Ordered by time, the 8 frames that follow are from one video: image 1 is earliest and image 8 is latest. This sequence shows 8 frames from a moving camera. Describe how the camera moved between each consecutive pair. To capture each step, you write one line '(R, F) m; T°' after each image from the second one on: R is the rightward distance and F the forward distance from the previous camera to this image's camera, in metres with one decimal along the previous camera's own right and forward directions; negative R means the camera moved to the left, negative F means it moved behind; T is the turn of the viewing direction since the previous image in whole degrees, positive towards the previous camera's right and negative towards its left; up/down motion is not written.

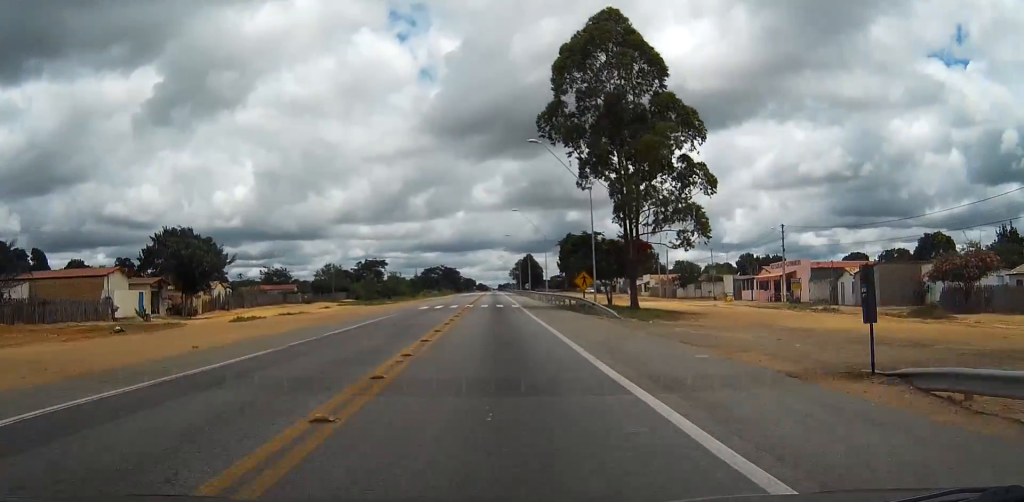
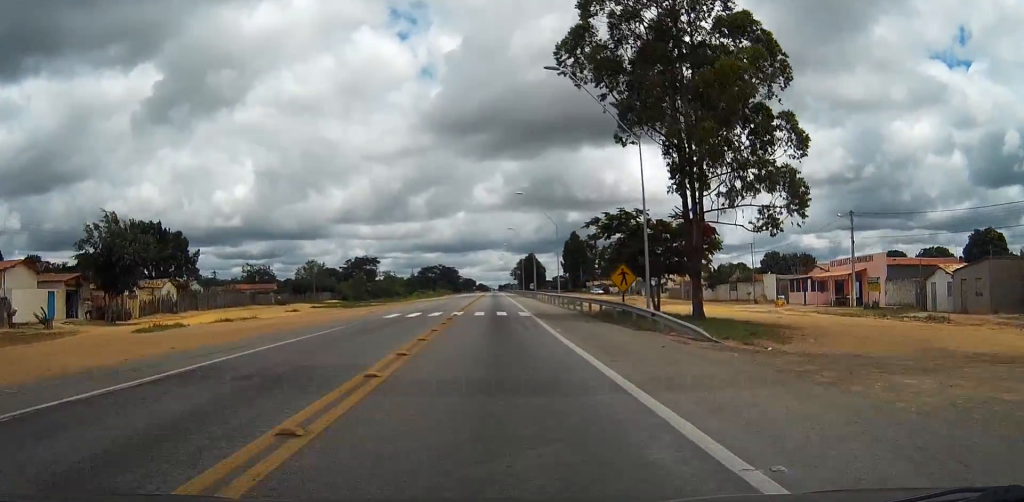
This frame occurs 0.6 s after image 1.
(0.0, +15.3) m; 0°
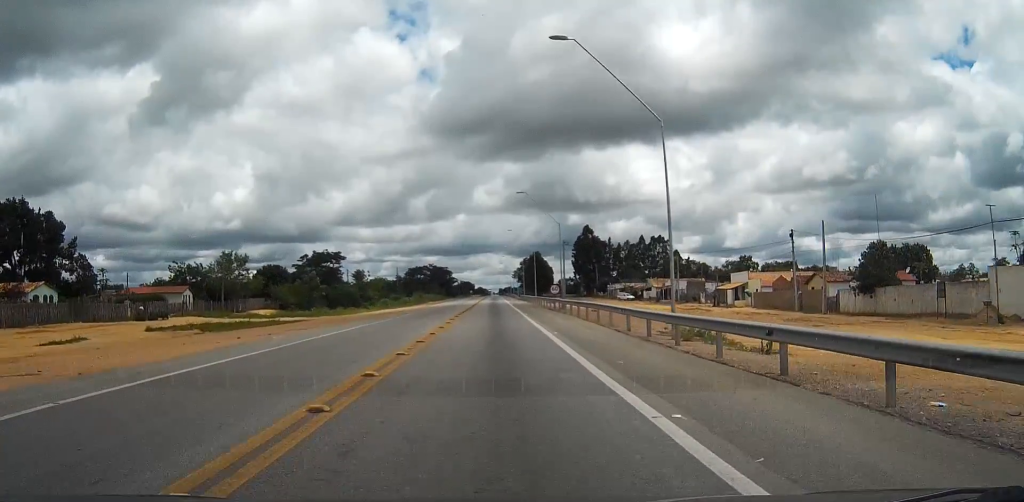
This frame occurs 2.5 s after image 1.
(-0.2, +43.8) m; 0°
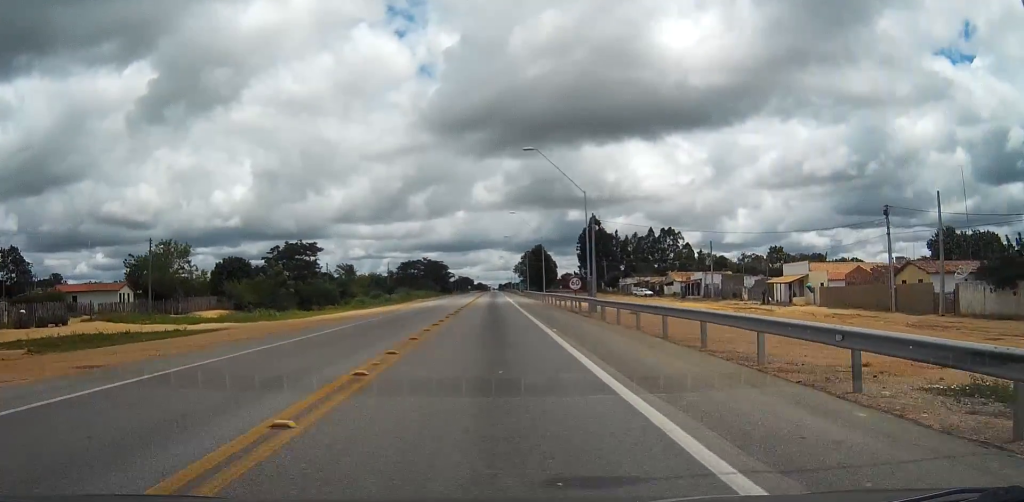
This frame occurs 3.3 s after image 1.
(+0.1, +18.9) m; 0°
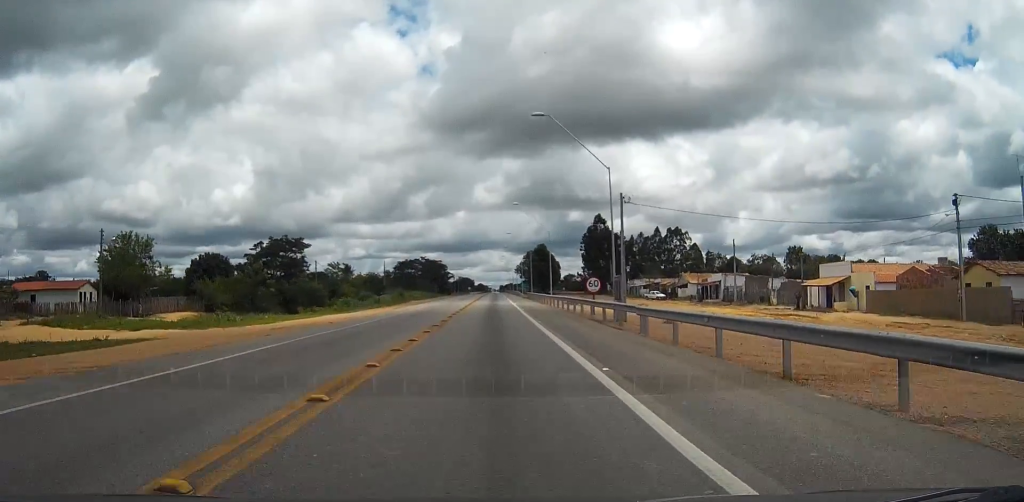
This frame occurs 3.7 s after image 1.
(0.0, +9.5) m; 0°
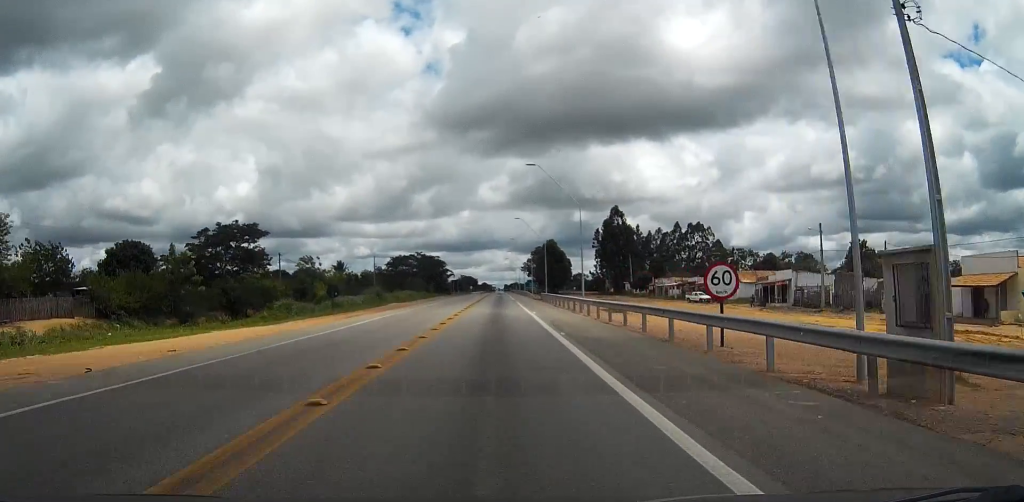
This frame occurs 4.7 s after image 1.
(0.0, +24.5) m; 0°
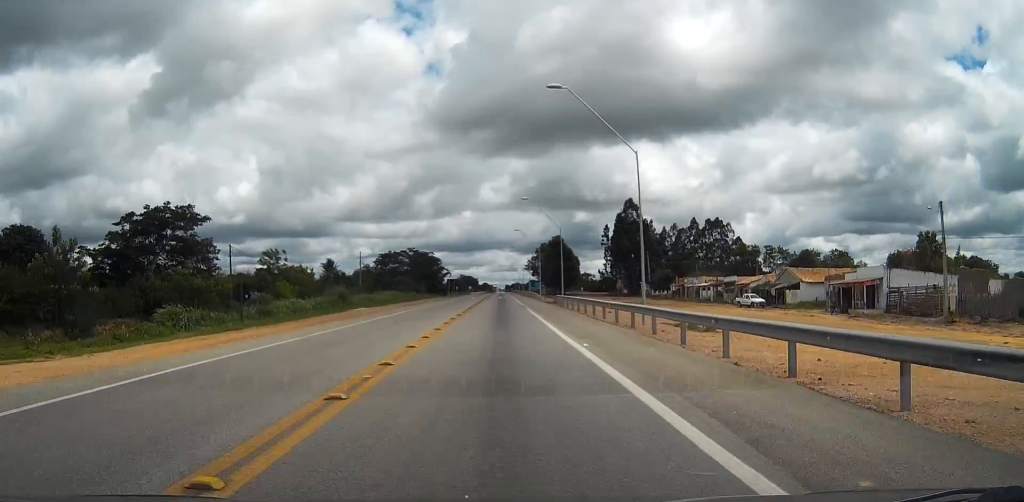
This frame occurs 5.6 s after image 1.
(0.0, +20.8) m; 0°
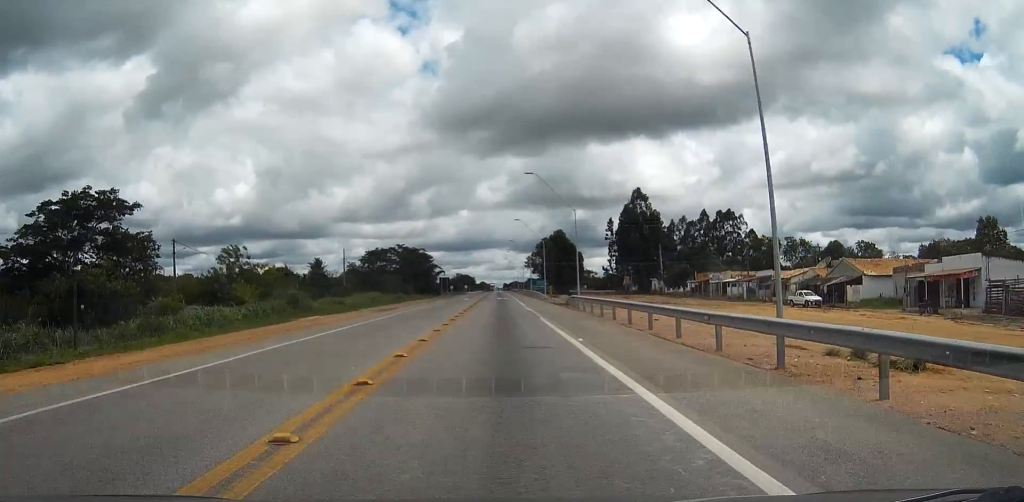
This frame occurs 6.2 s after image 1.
(0.0, +15.3) m; 0°
